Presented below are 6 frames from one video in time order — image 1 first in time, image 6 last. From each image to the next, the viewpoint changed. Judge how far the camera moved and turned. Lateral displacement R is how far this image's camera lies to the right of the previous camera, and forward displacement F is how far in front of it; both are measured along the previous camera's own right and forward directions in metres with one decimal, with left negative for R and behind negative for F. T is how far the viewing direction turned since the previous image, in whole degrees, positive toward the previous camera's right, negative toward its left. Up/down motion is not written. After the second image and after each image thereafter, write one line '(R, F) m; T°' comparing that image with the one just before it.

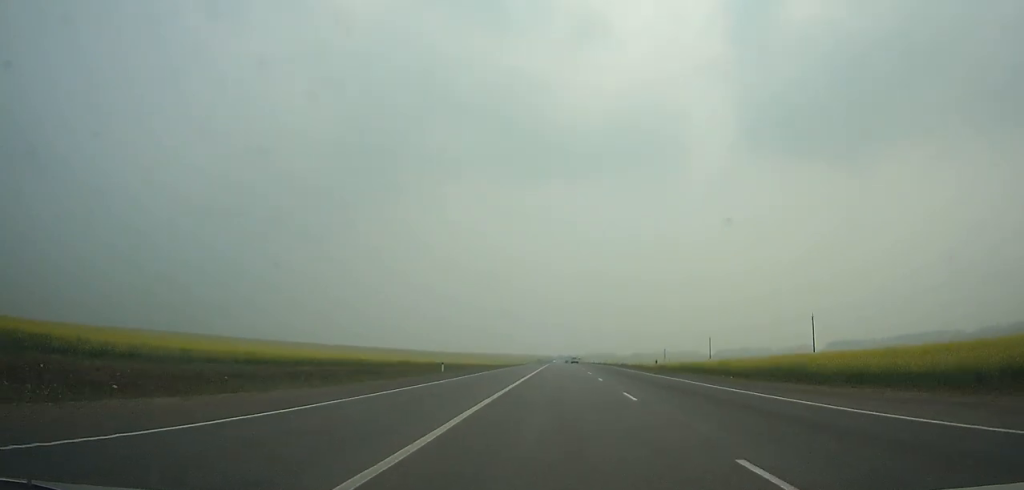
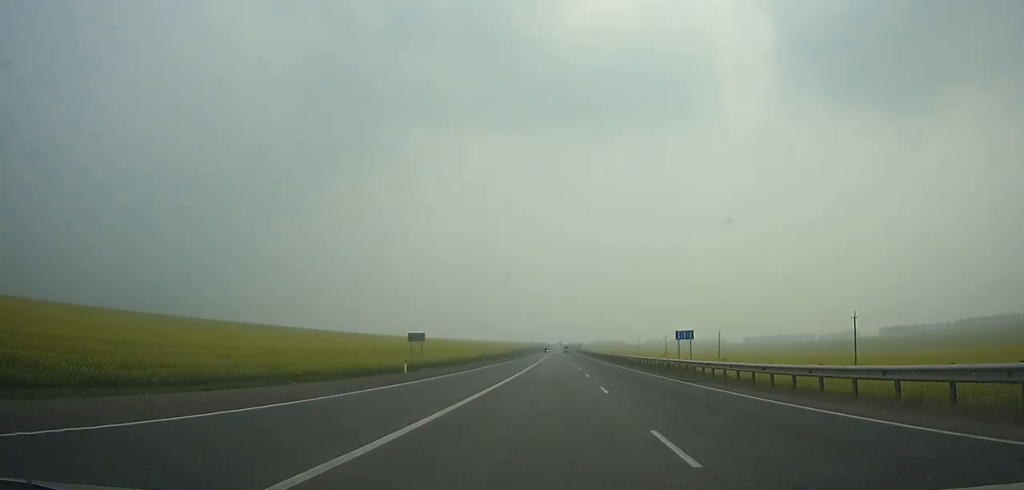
(-0.1, +256.4) m; 0°
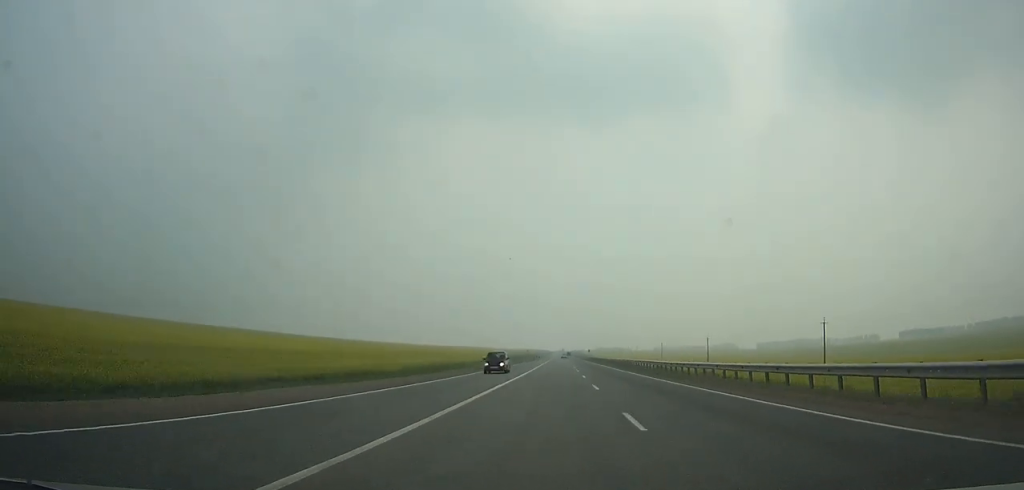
(0.0, +71.3) m; 0°
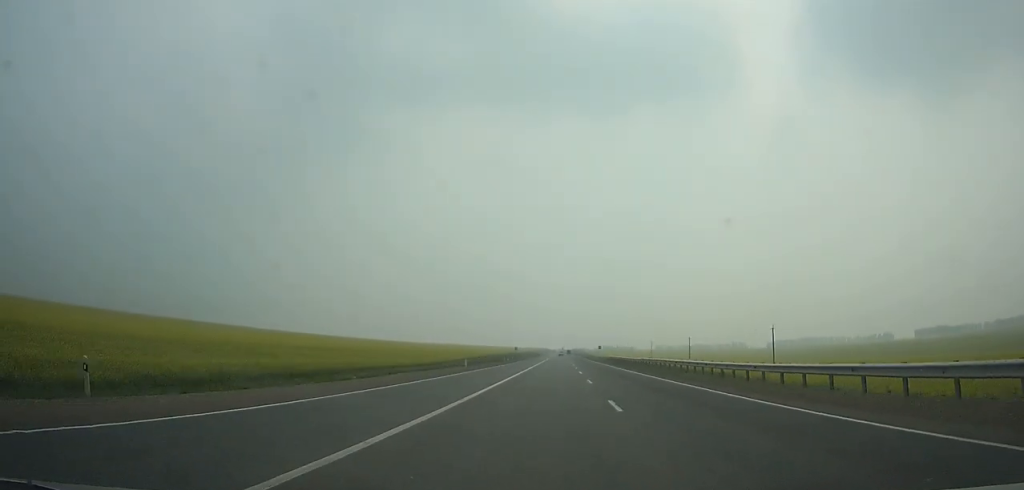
(0.0, +58.7) m; 0°
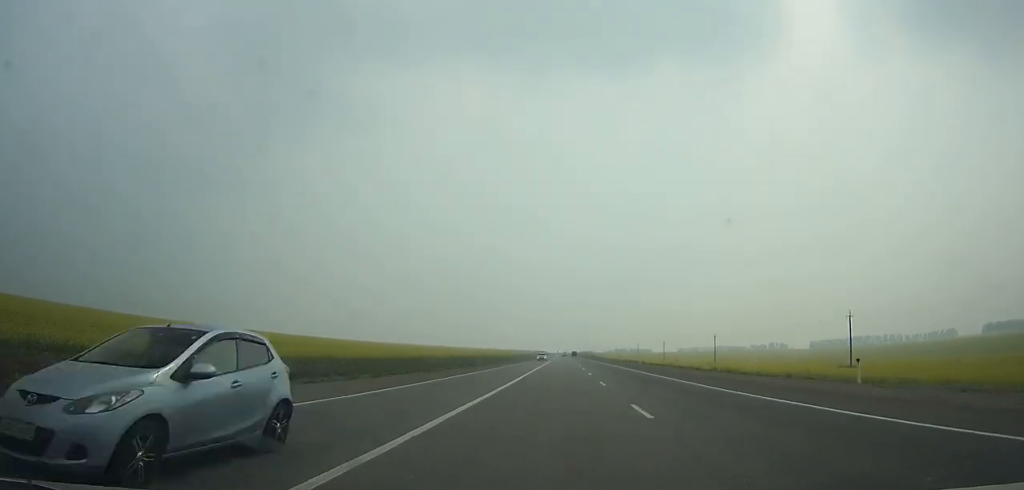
(-0.3, +193.3) m; 0°
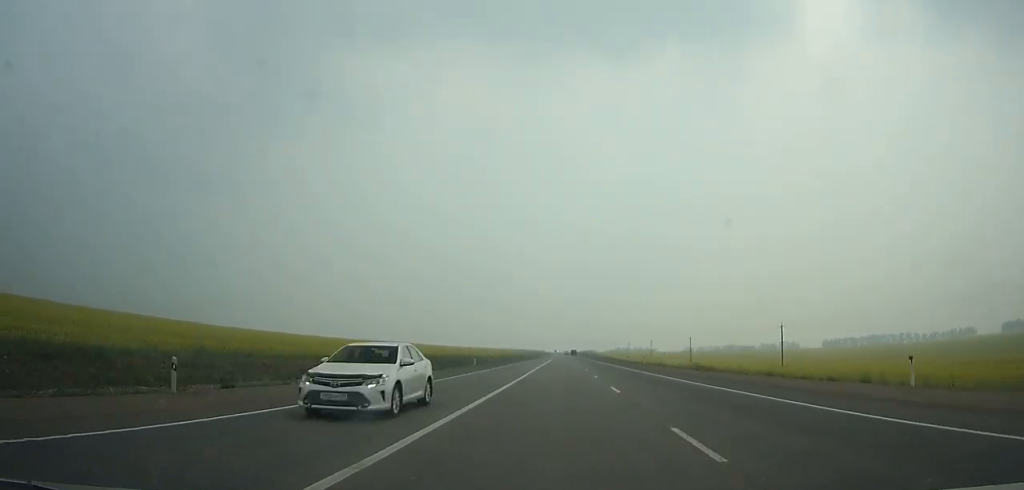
(-0.1, +50.5) m; 0°
